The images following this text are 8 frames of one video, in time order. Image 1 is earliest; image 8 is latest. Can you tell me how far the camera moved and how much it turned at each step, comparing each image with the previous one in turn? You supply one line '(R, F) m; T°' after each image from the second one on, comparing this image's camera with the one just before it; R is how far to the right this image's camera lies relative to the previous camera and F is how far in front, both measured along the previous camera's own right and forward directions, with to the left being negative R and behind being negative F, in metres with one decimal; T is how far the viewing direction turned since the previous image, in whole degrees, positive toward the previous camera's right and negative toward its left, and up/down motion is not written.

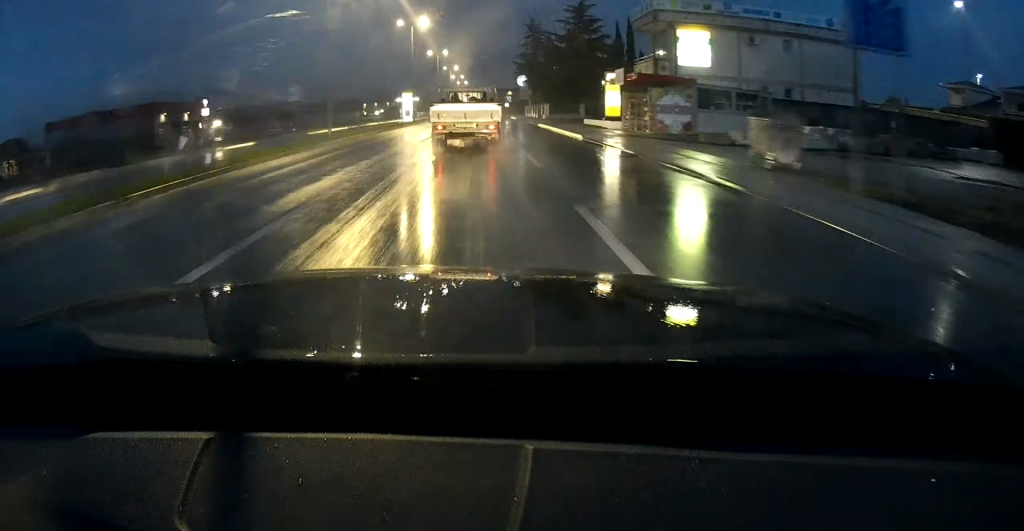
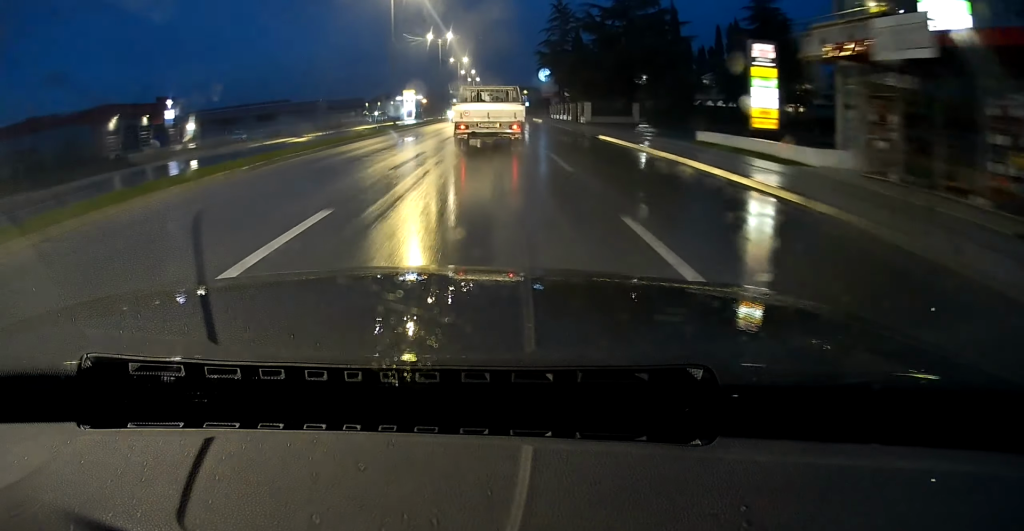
(0.0, +23.1) m; 0°
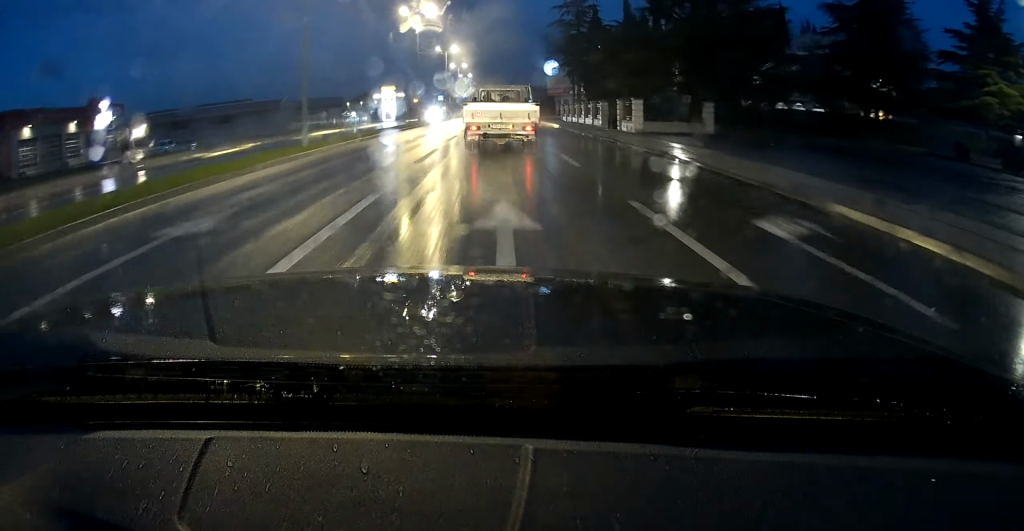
(-0.1, +22.0) m; -1°
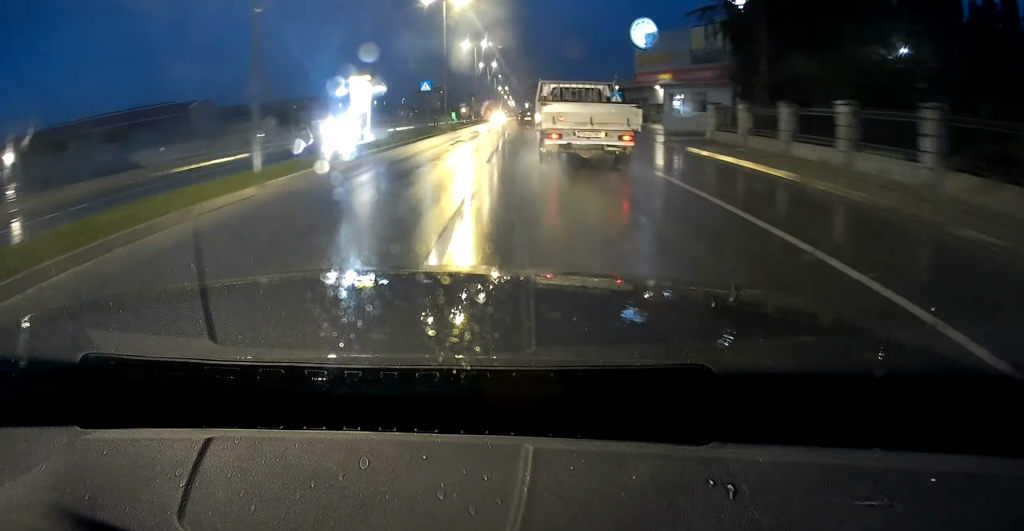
(-0.6, +47.3) m; -1°
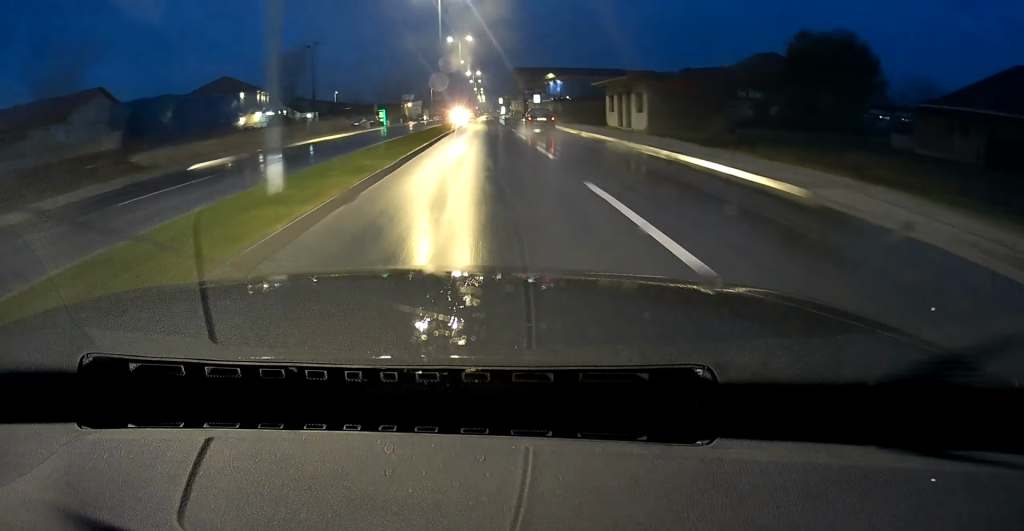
(+1.3, +75.5) m; +2°
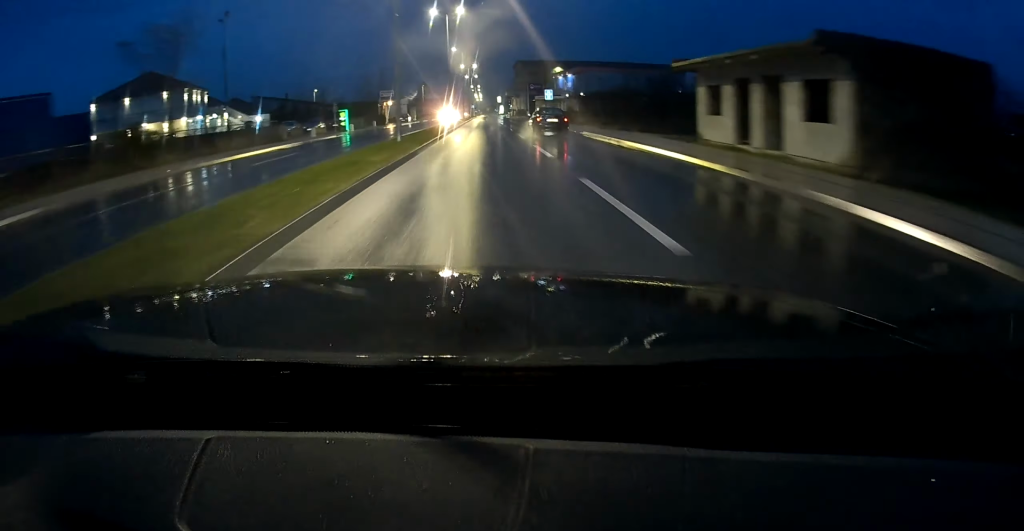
(+0.1, +21.5) m; 0°
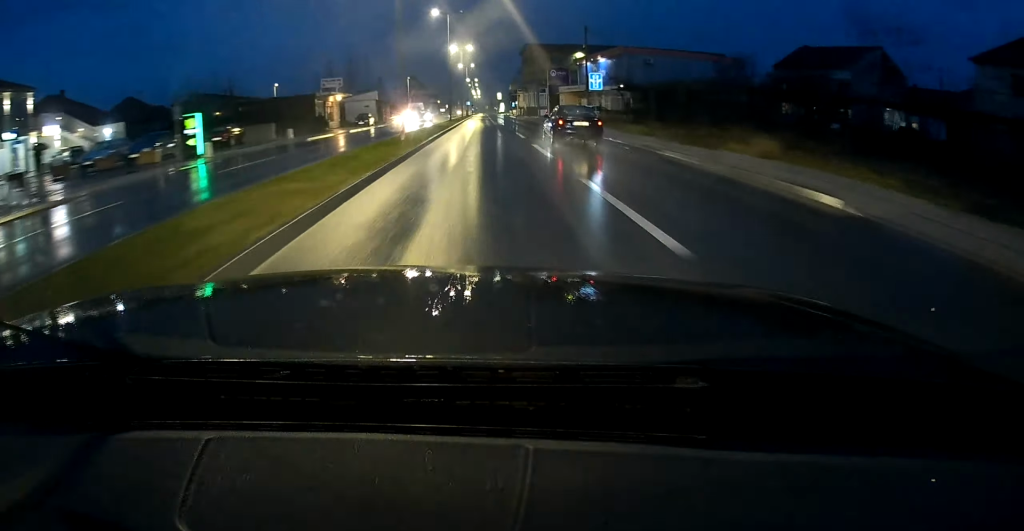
(0.0, +33.1) m; 0°
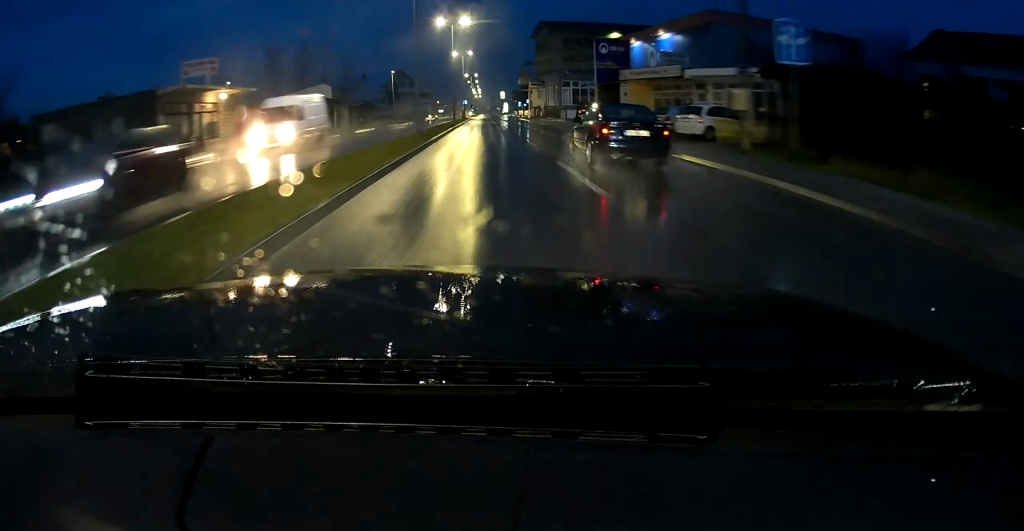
(+0.2, +29.4) m; 0°
